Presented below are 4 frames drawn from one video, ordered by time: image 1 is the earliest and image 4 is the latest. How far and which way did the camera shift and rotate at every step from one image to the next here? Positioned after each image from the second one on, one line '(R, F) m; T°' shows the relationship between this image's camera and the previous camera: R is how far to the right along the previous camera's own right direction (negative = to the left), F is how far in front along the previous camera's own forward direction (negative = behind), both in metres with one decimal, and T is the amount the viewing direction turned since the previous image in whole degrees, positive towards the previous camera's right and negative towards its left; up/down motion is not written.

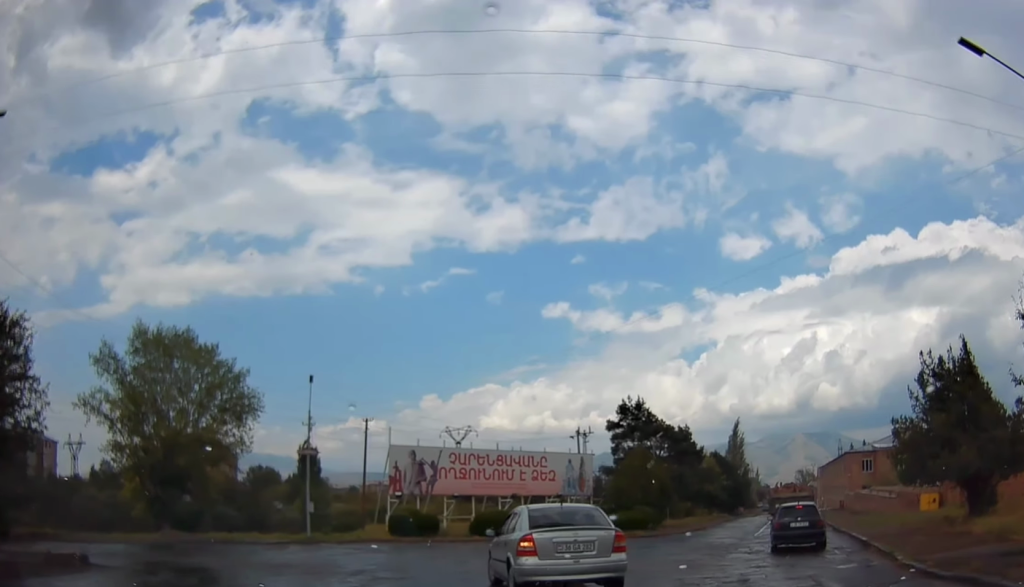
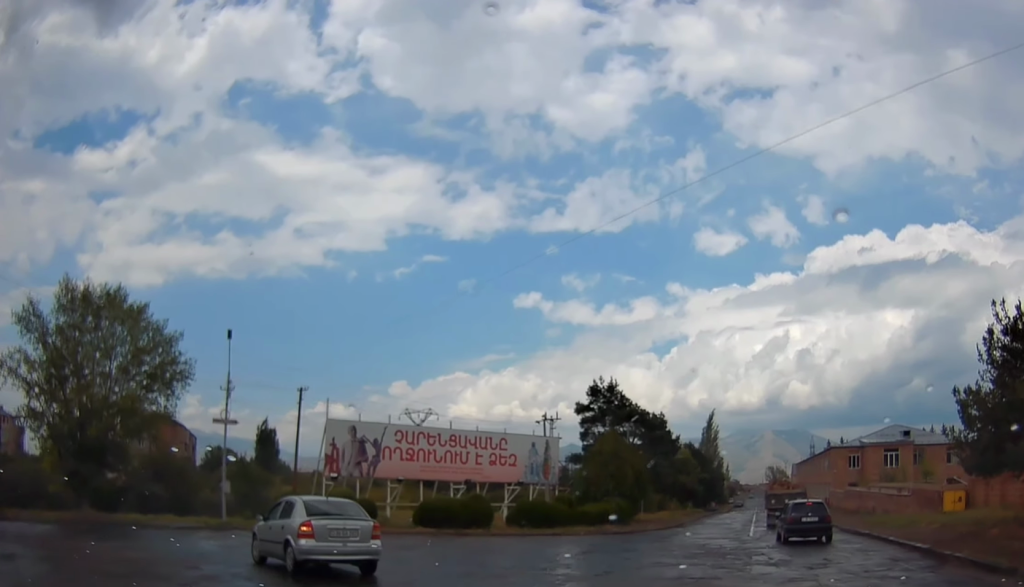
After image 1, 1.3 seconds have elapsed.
(+0.2, +6.9) m; +3°
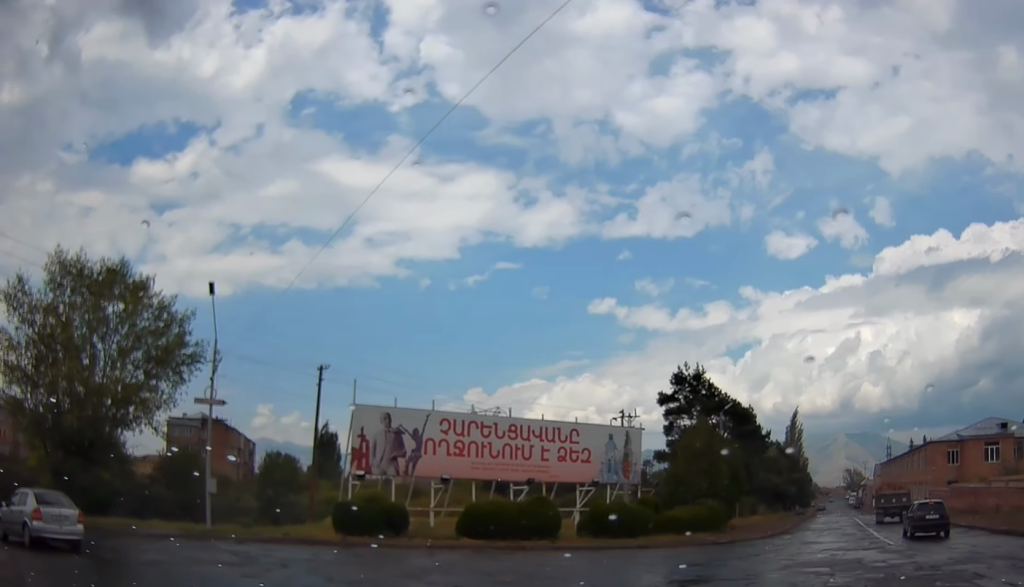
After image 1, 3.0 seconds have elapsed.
(+0.3, +7.5) m; -1°
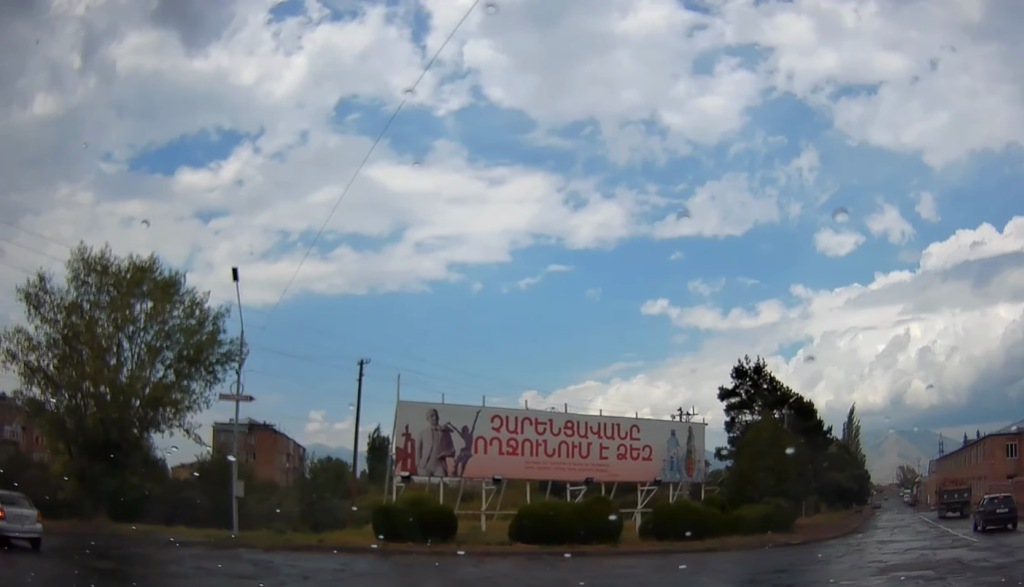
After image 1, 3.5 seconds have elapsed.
(+0.1, +1.7) m; -3°
